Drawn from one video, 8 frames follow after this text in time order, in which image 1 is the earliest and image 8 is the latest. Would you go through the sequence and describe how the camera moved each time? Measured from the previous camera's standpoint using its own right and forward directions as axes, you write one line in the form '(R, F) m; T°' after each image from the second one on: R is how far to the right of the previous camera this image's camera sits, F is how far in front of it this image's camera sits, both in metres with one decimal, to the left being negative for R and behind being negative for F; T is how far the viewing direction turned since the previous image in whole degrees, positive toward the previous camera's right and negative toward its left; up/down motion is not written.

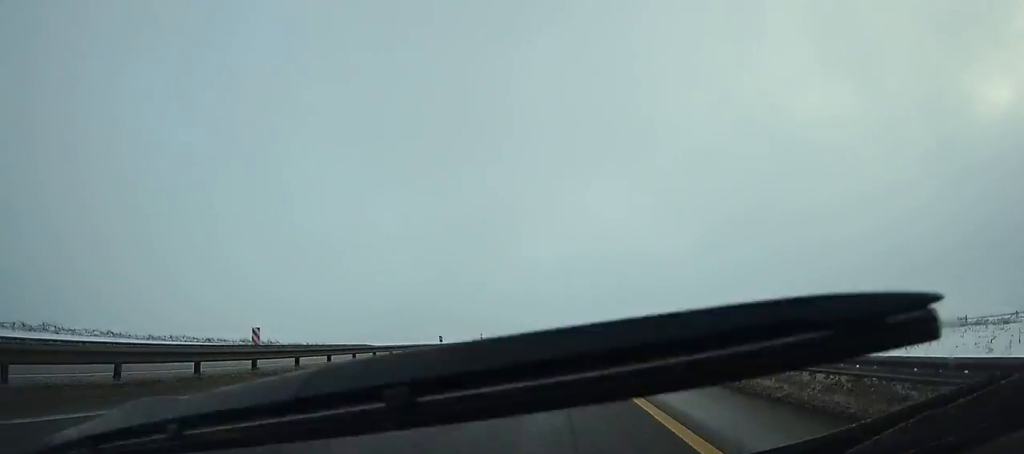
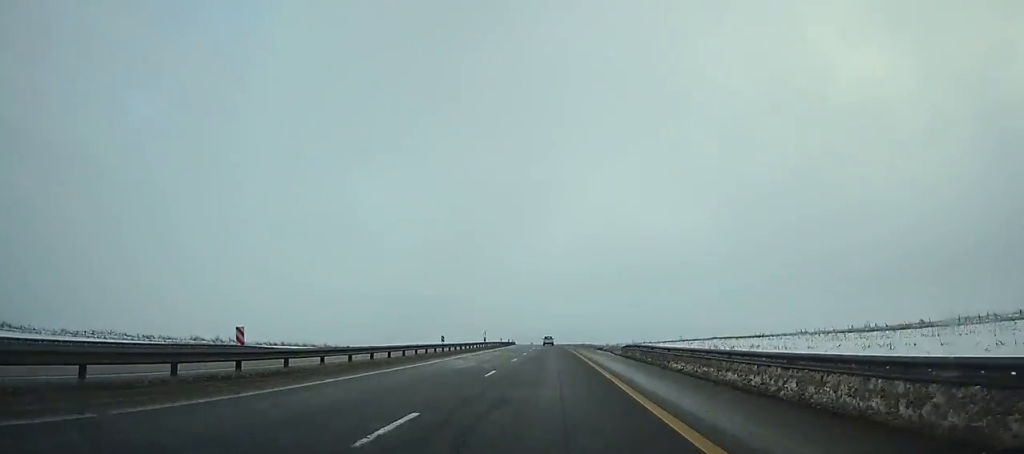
(0.0, +31.0) m; -1°
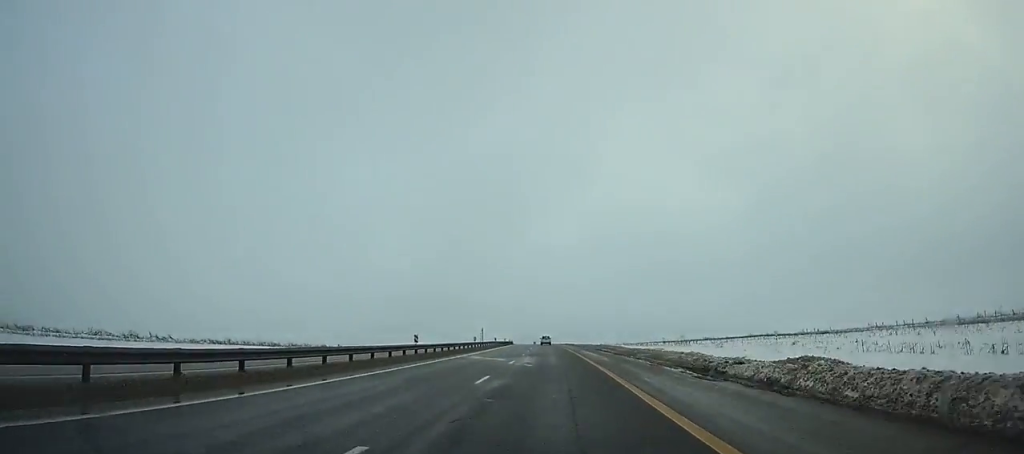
(-0.5, +38.9) m; -1°
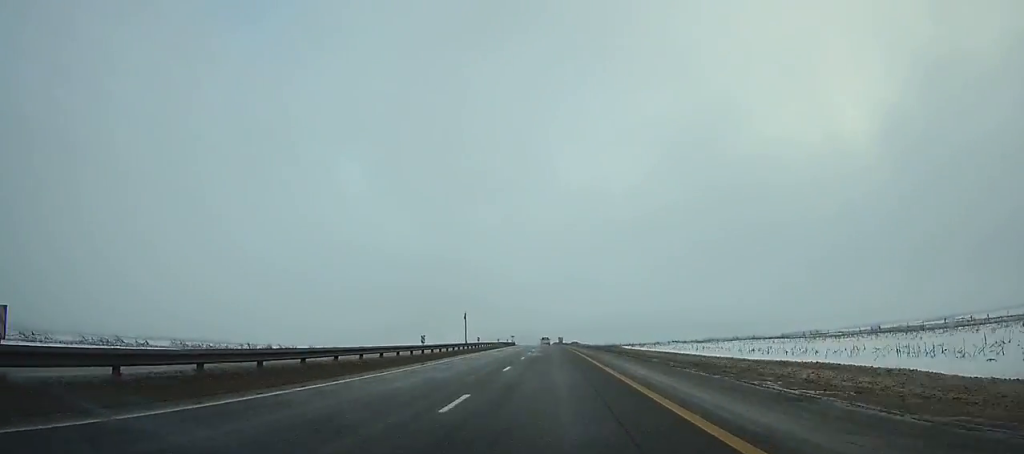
(-3.3, +149.4) m; -2°
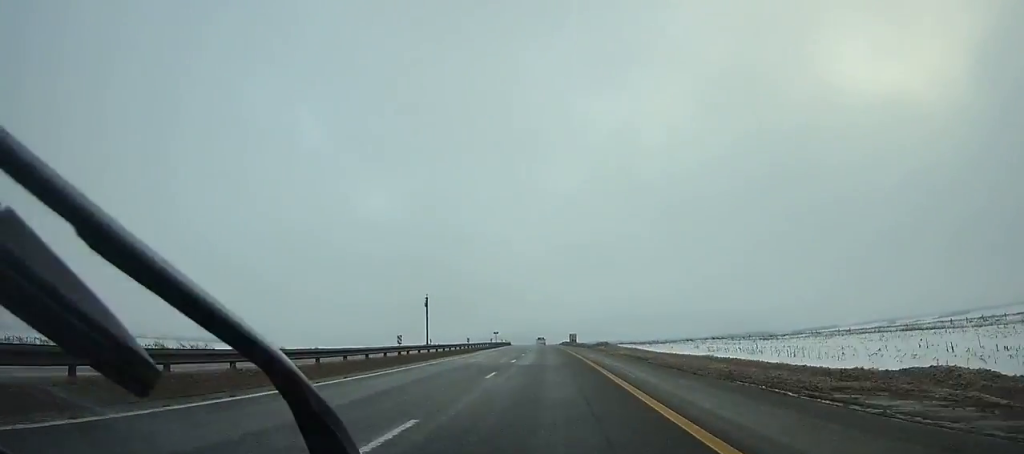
(-0.3, +64.2) m; -1°
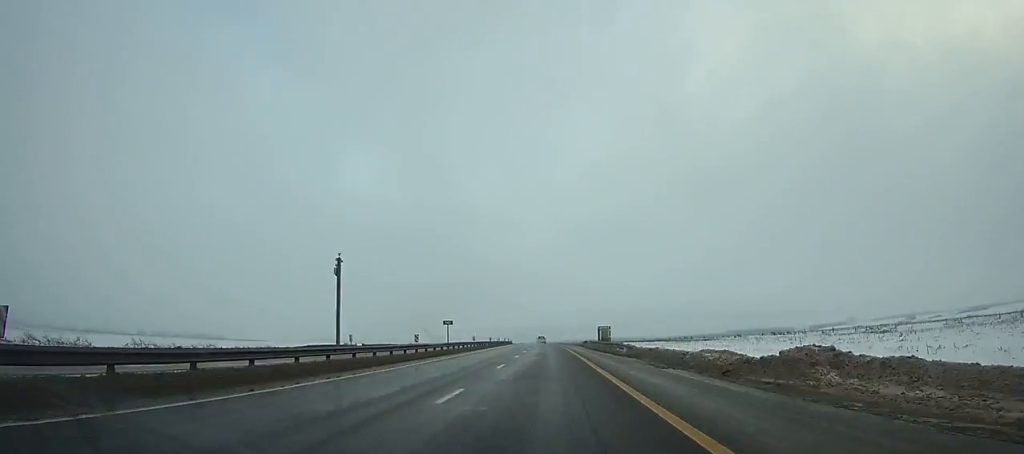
(-0.3, +54.4) m; -1°
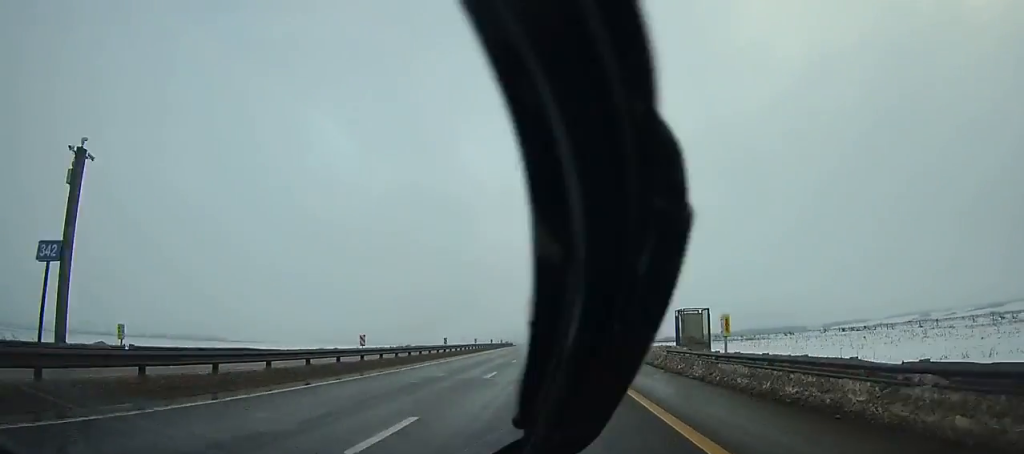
(-0.3, +41.2) m; -1°
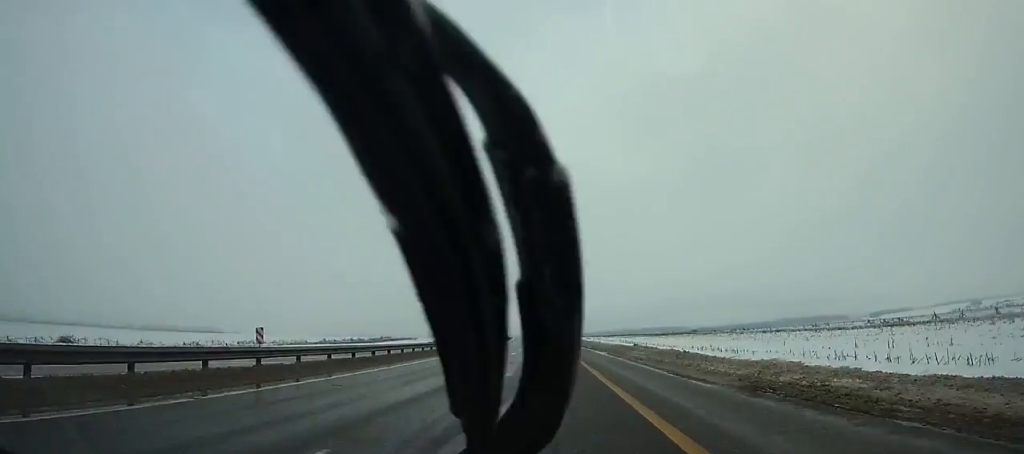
(-4.6, +159.6) m; -3°
